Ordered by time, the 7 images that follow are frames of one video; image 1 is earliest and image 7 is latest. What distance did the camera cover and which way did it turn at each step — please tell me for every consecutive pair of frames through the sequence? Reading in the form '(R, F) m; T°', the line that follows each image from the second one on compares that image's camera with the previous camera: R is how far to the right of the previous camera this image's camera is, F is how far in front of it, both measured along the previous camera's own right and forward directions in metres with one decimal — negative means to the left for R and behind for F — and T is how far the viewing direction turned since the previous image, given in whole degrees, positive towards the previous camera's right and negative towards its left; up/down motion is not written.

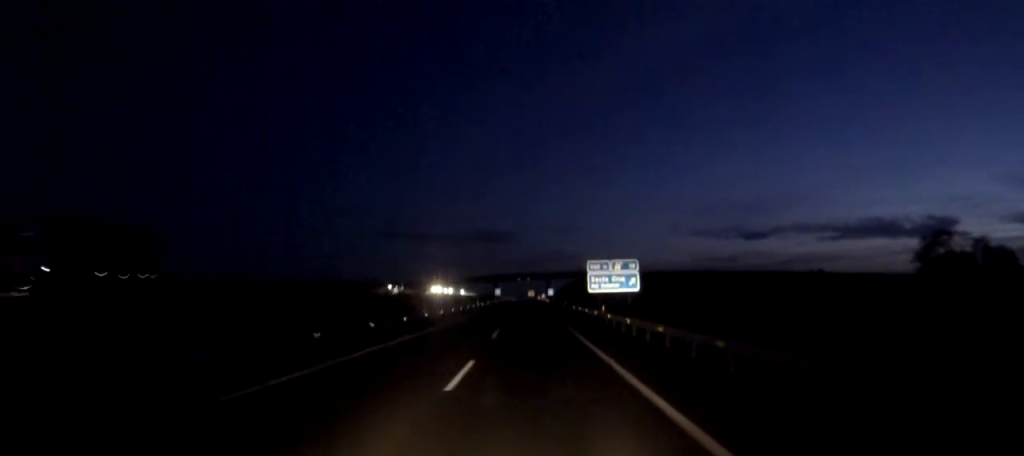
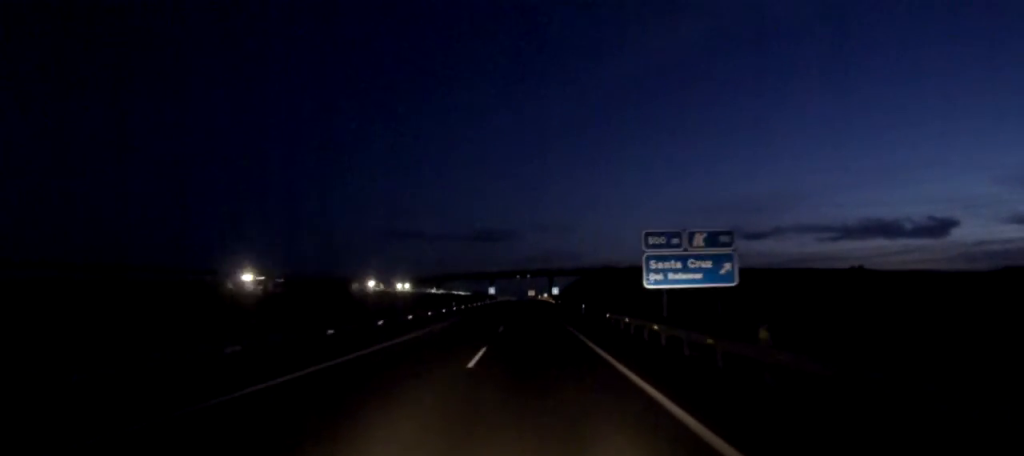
(0.0, +30.5) m; 0°
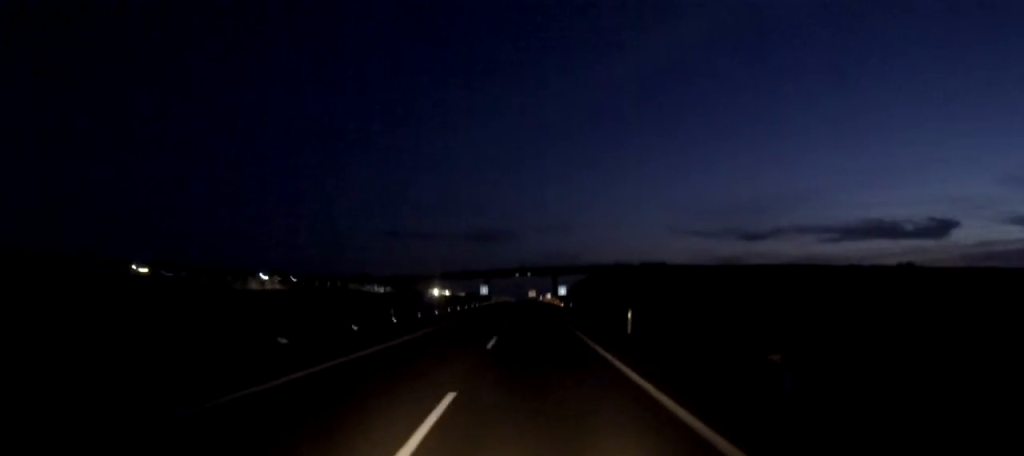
(0.0, +28.6) m; 0°
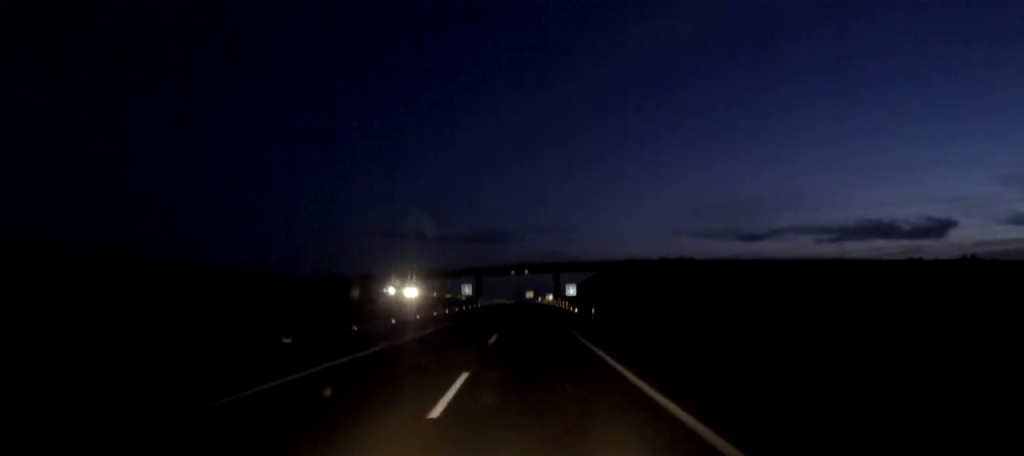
(0.0, +31.1) m; 0°
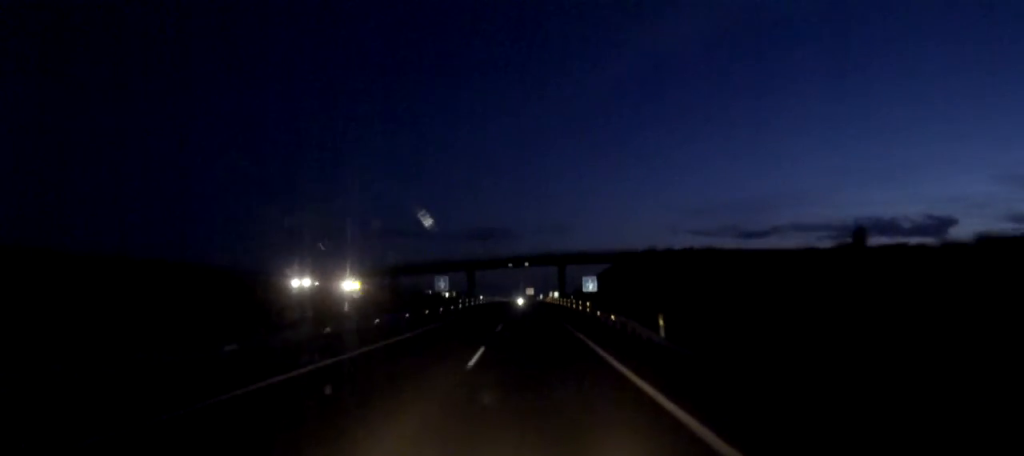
(0.0, +27.8) m; 0°
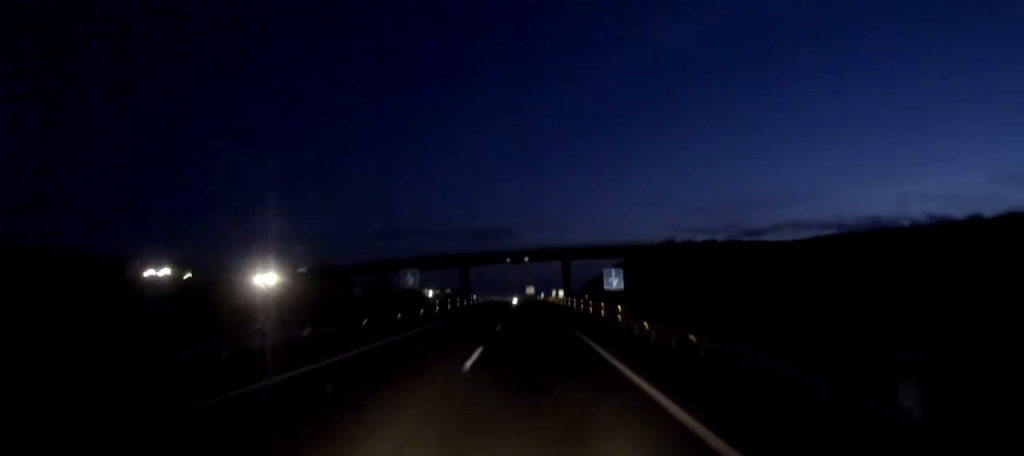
(0.0, +18.3) m; 0°
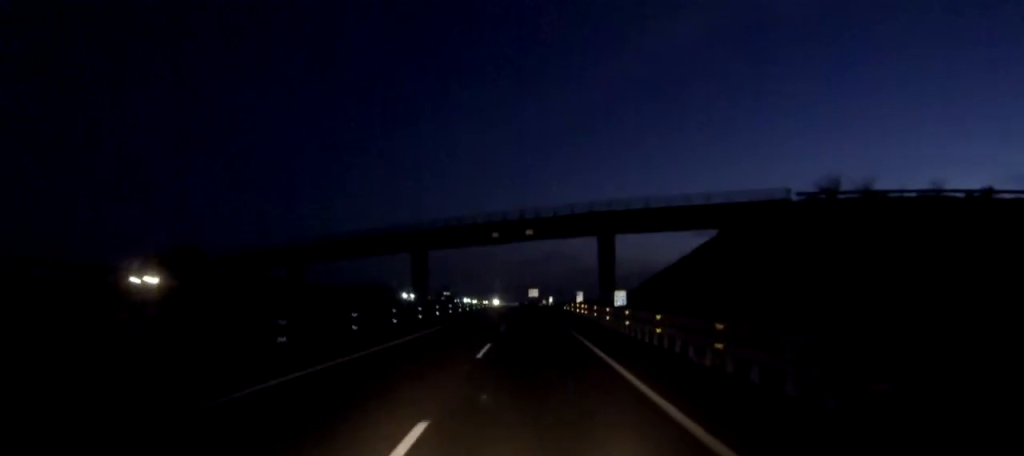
(-0.1, +66.5) m; 0°
